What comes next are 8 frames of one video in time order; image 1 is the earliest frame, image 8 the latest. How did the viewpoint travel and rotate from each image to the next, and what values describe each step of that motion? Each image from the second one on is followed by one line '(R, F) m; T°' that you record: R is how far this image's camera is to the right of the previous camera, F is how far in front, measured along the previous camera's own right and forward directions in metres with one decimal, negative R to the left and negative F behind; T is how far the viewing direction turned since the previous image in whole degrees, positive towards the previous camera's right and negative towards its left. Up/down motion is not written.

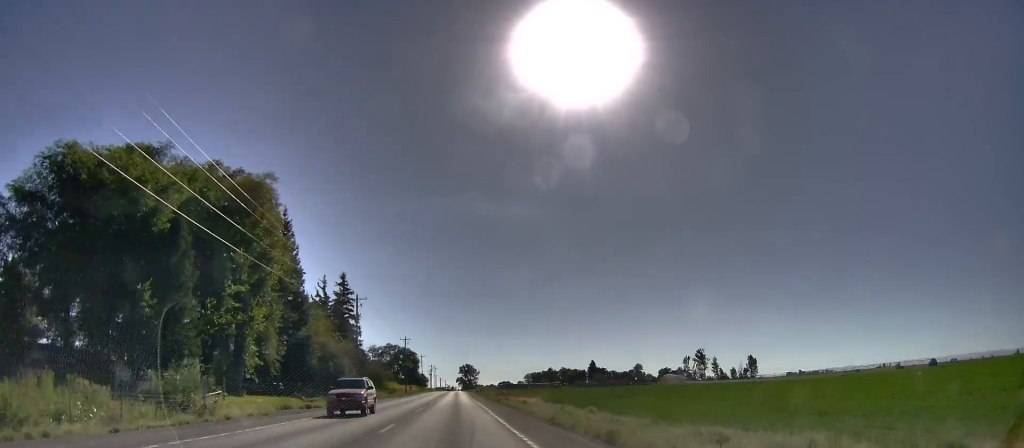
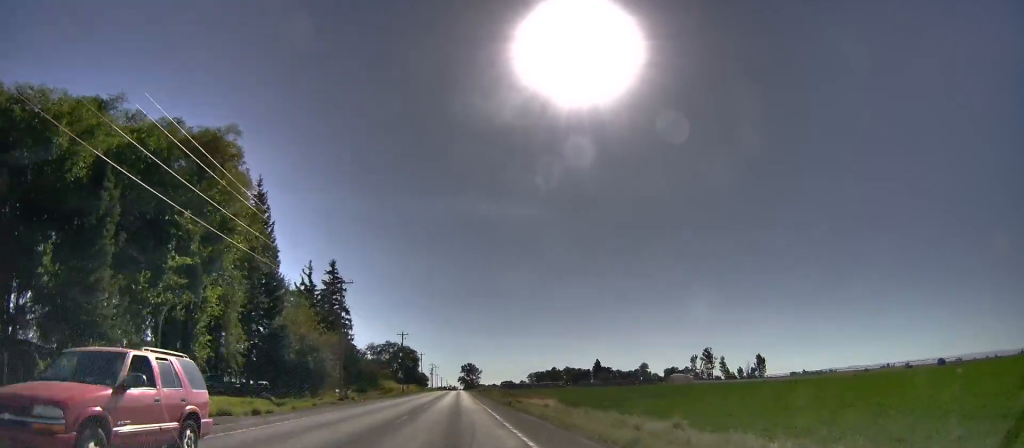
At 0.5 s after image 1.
(0.0, +10.5) m; 0°
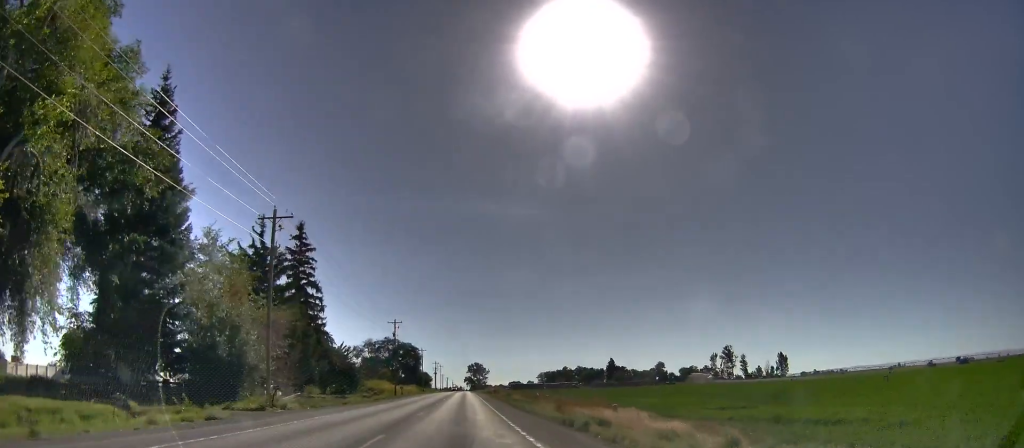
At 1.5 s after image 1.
(0.0, +24.1) m; 0°
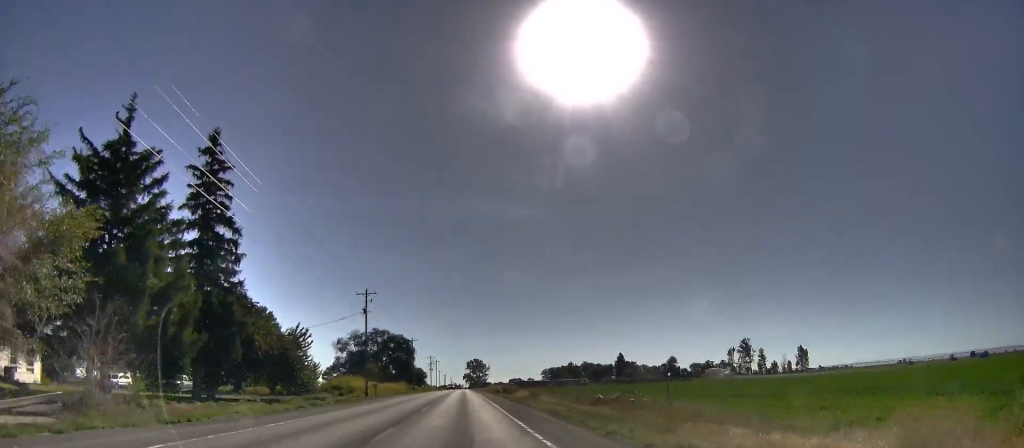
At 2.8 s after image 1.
(0.0, +28.6) m; 0°
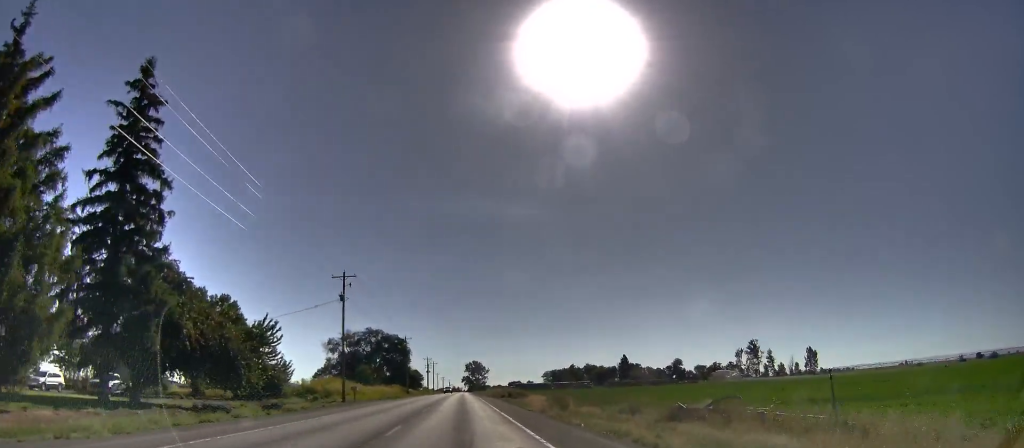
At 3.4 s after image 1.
(0.0, +12.9) m; 0°
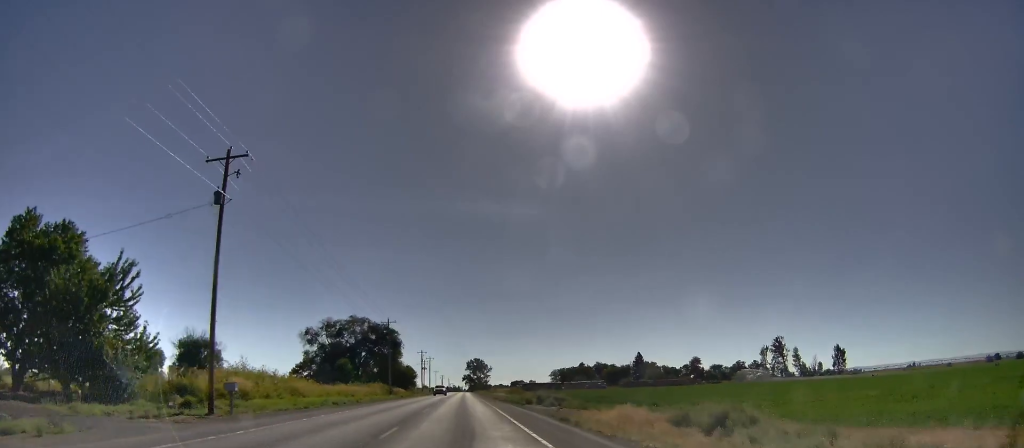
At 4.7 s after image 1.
(-0.5, +31.0) m; -3°
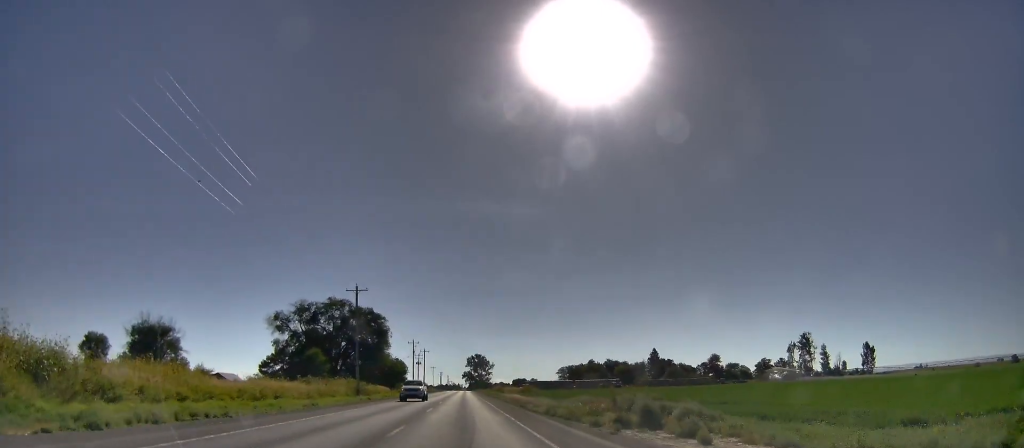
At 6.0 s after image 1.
(-0.3, +29.7) m; +1°
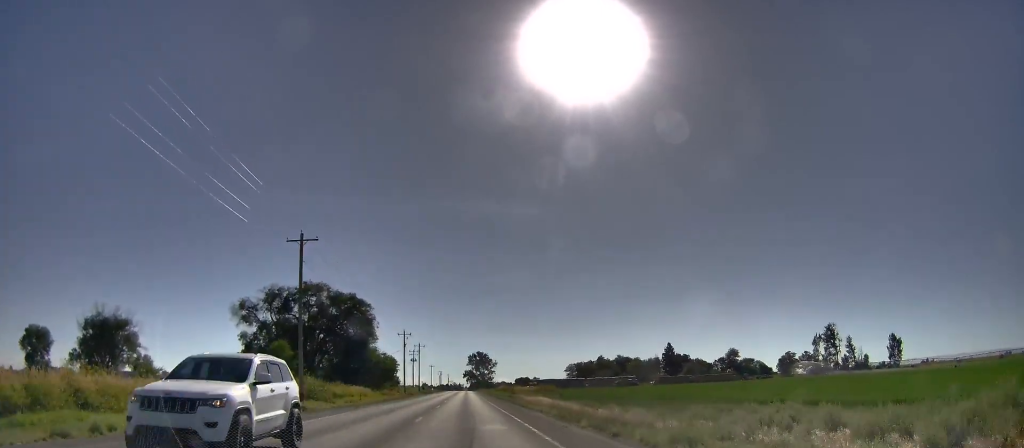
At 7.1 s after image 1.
(+0.5, +23.5) m; +1°
